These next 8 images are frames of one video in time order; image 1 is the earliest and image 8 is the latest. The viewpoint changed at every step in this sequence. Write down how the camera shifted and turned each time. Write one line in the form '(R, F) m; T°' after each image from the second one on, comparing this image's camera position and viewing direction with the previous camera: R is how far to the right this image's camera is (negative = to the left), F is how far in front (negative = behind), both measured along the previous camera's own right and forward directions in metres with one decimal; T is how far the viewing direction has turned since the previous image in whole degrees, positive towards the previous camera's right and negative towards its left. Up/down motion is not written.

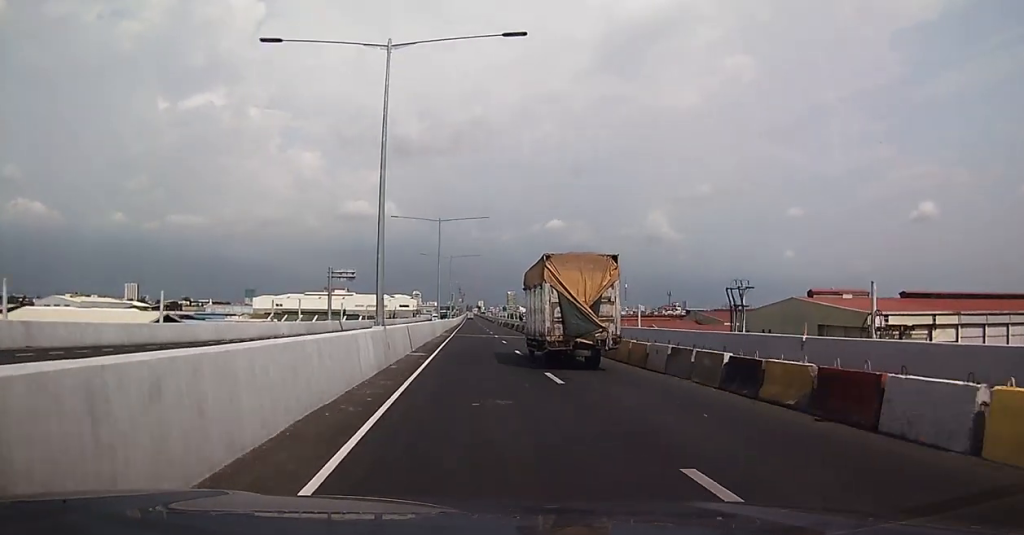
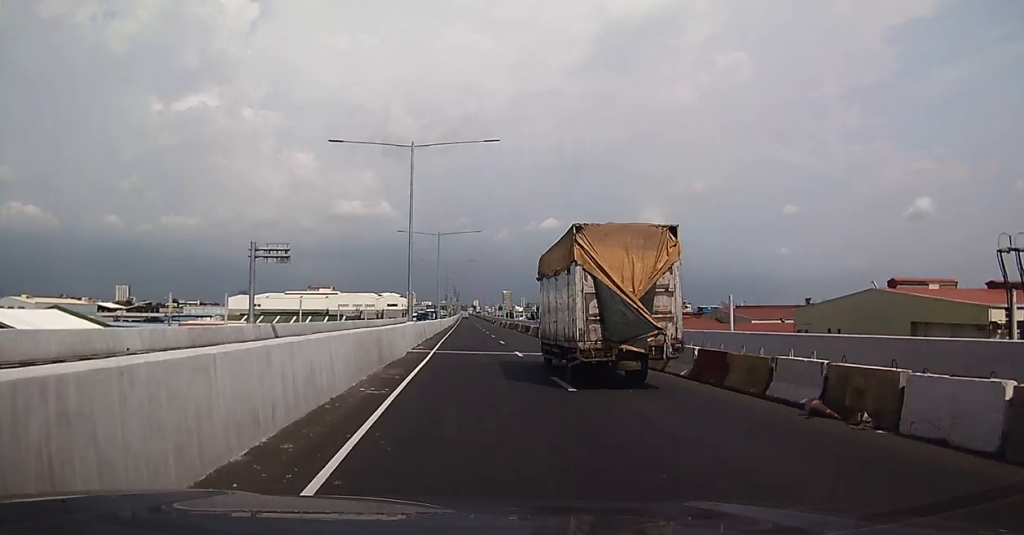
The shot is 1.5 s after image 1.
(+0.2, +26.2) m; +2°
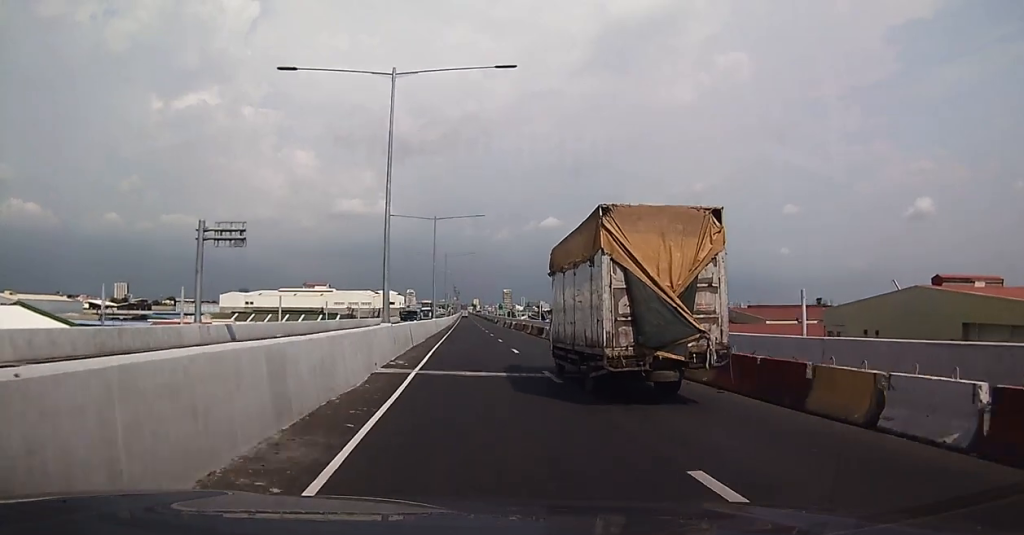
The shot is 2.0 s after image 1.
(+0.3, +10.3) m; +1°
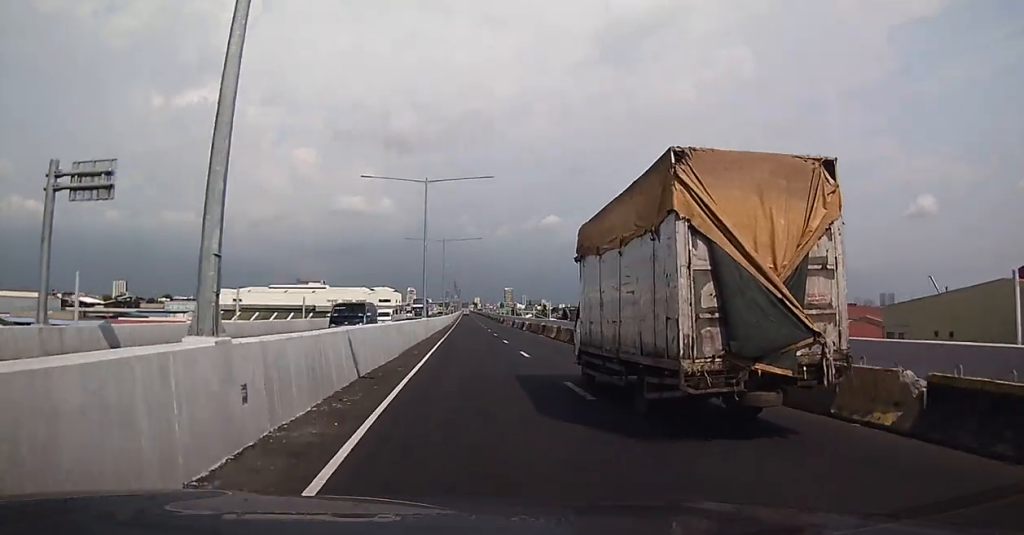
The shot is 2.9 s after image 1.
(+0.1, +16.1) m; 0°
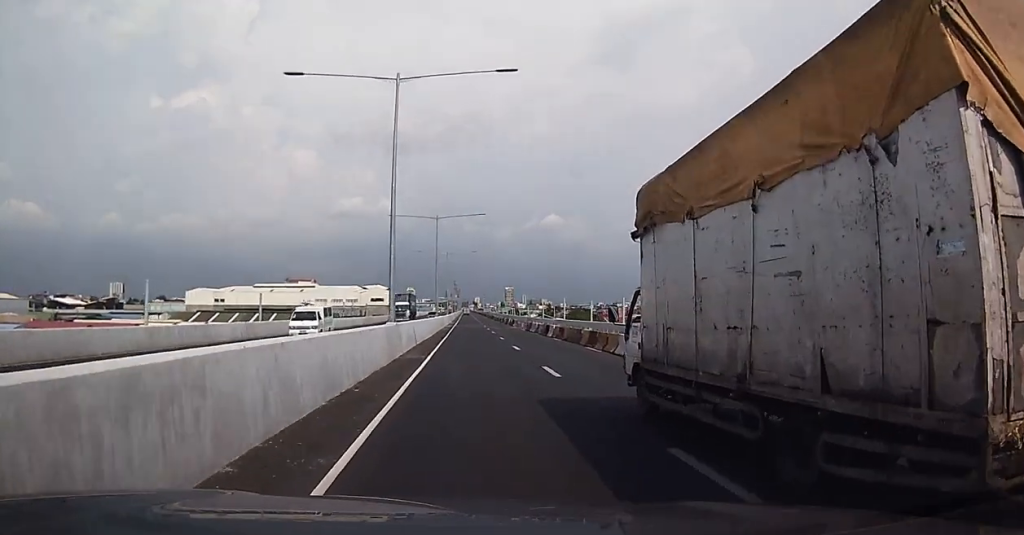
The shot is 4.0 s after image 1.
(0.0, +20.0) m; 0°
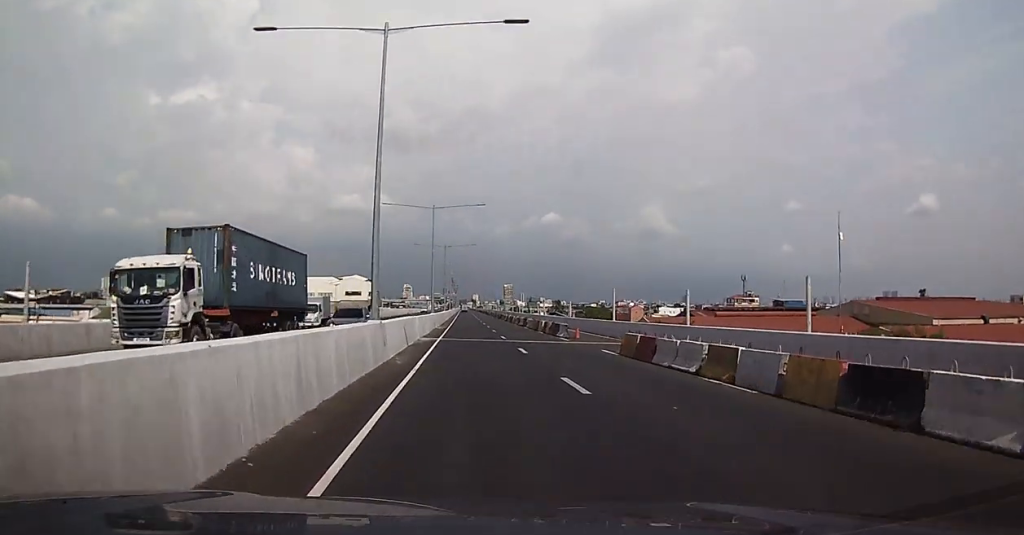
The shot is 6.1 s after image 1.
(0.0, +41.1) m; 0°
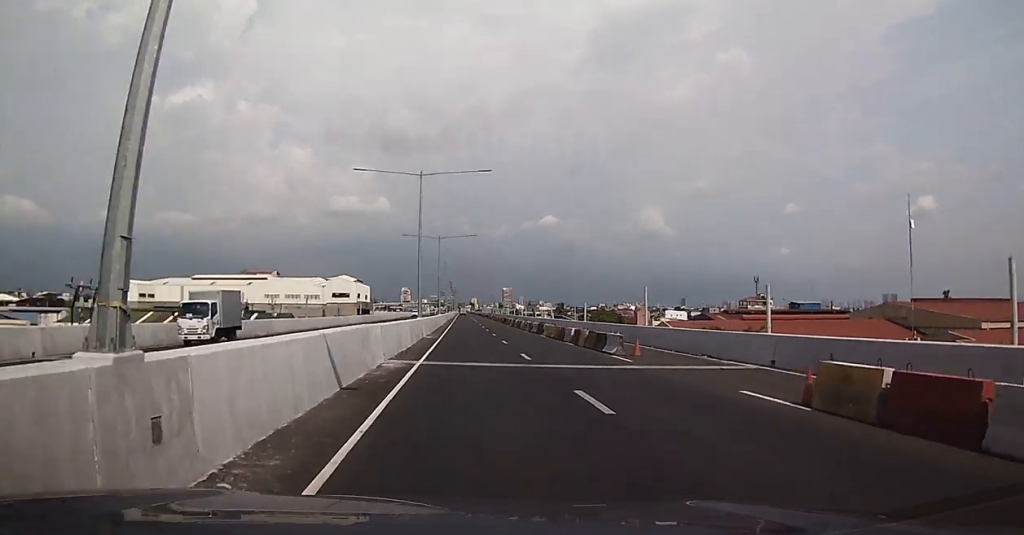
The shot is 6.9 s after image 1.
(0.0, +14.7) m; 0°
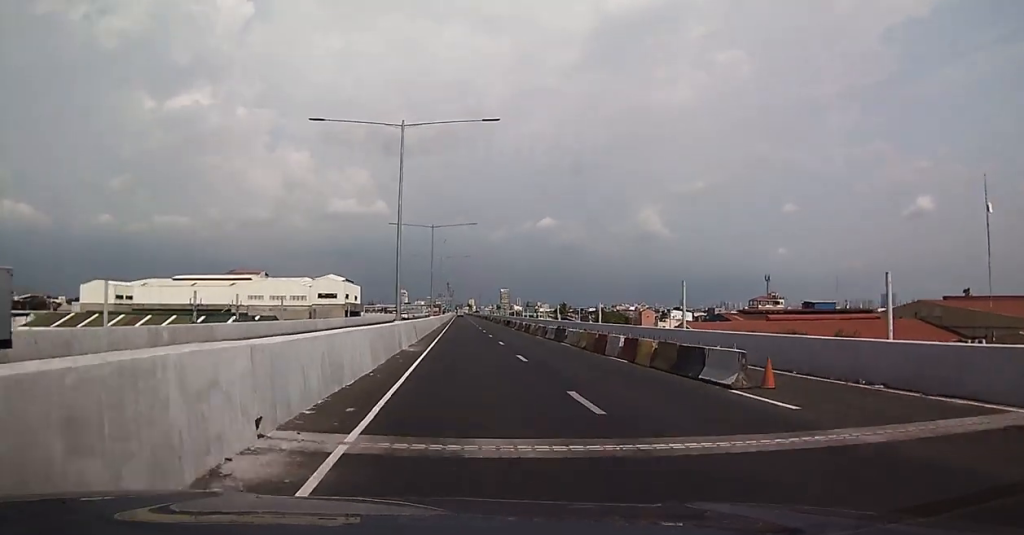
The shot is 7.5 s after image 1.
(0.0, +12.2) m; 0°
